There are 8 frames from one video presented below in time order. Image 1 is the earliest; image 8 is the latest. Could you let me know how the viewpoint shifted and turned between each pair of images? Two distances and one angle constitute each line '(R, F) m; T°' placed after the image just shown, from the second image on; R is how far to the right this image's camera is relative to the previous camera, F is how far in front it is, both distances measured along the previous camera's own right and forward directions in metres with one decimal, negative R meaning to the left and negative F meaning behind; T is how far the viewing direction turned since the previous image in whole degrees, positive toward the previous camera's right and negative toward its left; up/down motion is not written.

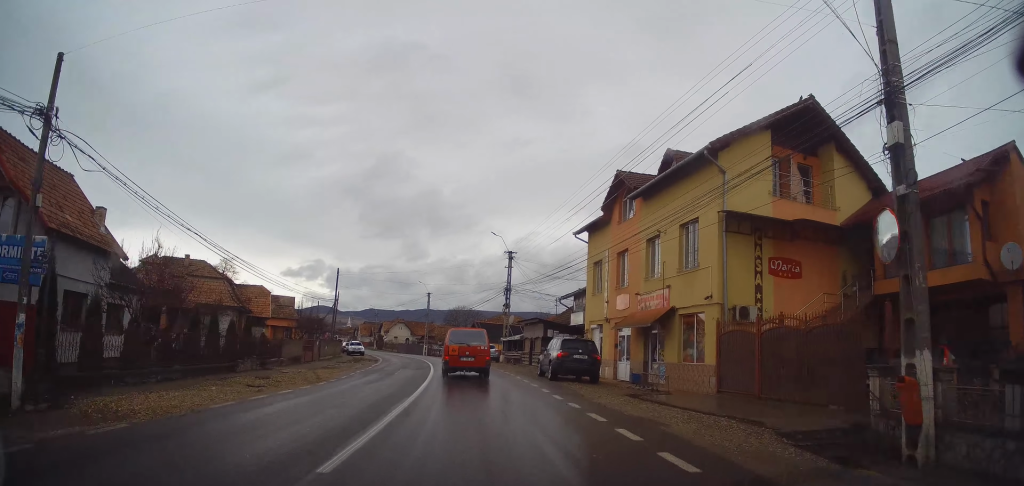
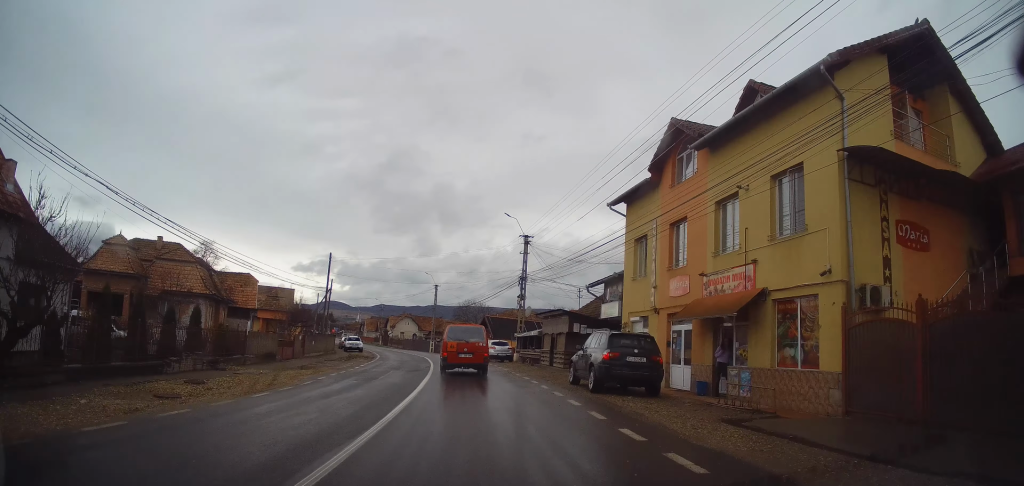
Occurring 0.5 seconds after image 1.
(0.0, +5.9) m; 0°
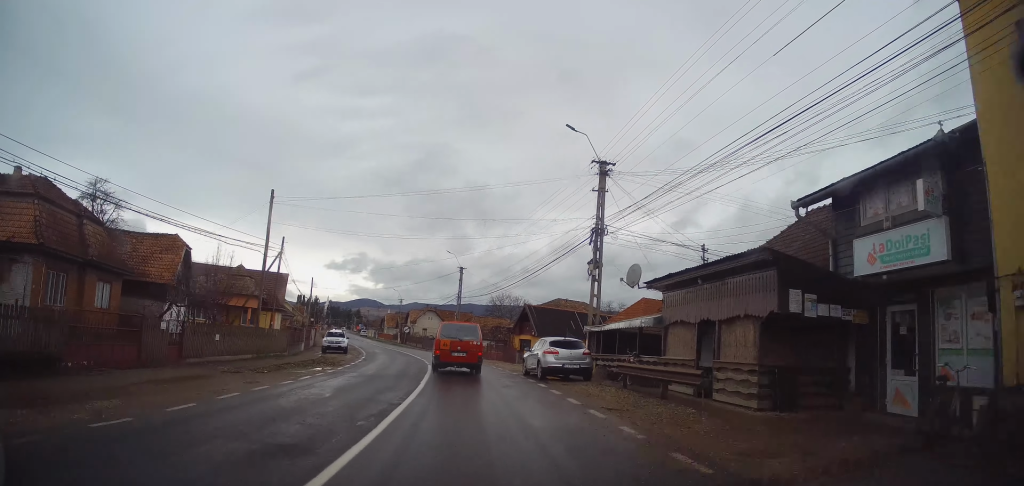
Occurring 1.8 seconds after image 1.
(-0.3, +17.5) m; -4°
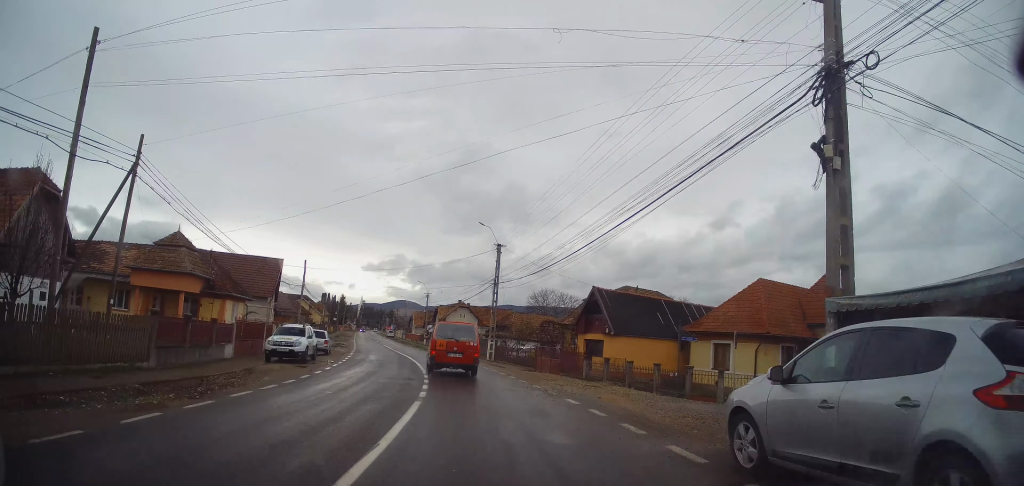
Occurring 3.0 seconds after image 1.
(-0.8, +15.3) m; -6°
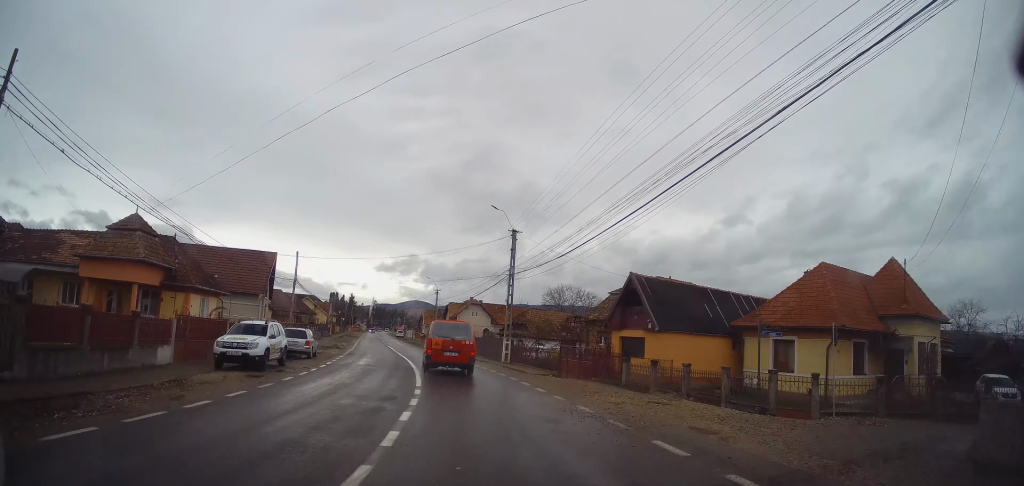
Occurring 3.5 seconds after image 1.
(-0.1, +5.5) m; -2°
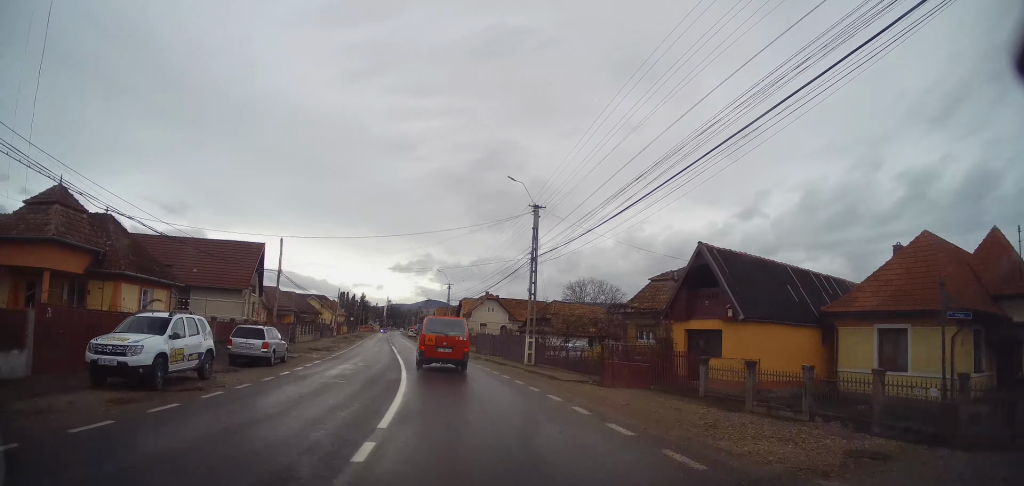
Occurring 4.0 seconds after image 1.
(-0.2, +6.8) m; -2°
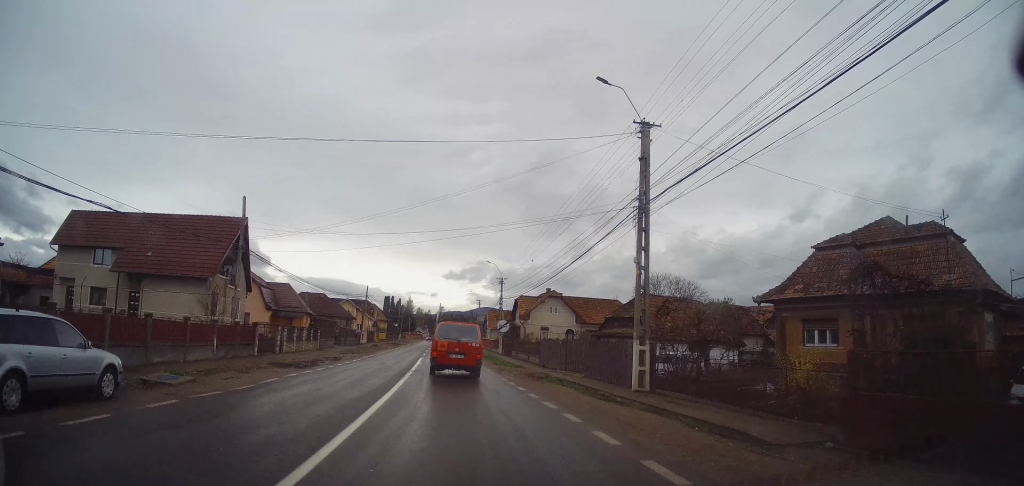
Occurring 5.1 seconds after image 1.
(-0.4, +14.1) m; -3°
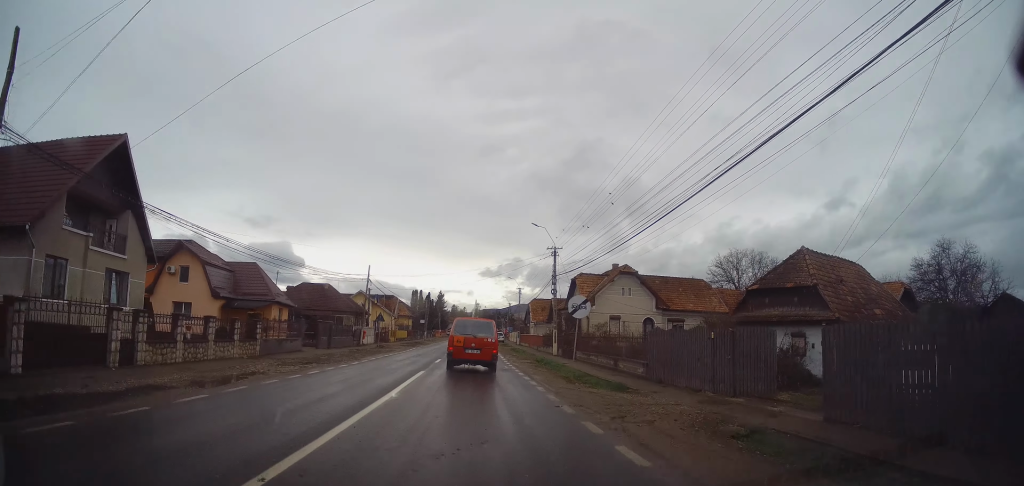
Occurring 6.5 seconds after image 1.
(-0.6, +17.4) m; -6°
